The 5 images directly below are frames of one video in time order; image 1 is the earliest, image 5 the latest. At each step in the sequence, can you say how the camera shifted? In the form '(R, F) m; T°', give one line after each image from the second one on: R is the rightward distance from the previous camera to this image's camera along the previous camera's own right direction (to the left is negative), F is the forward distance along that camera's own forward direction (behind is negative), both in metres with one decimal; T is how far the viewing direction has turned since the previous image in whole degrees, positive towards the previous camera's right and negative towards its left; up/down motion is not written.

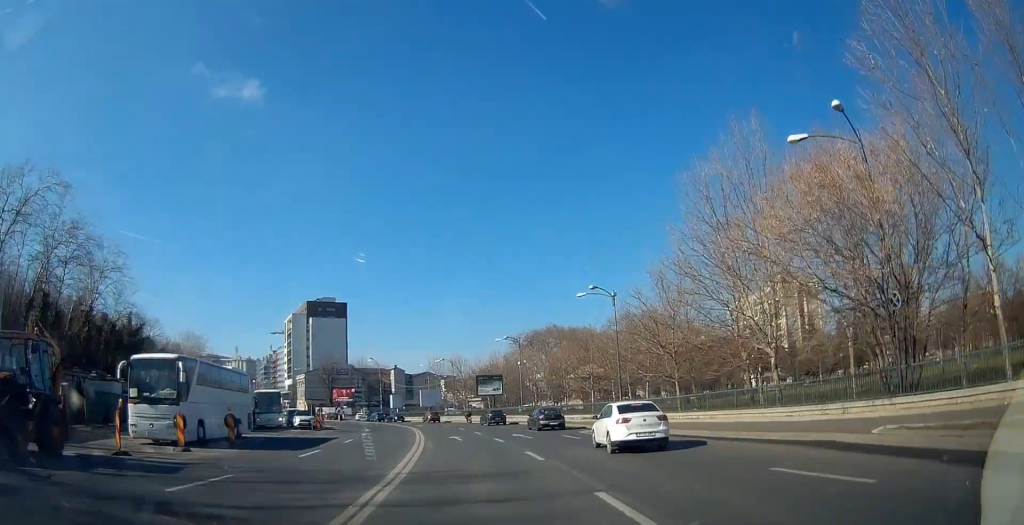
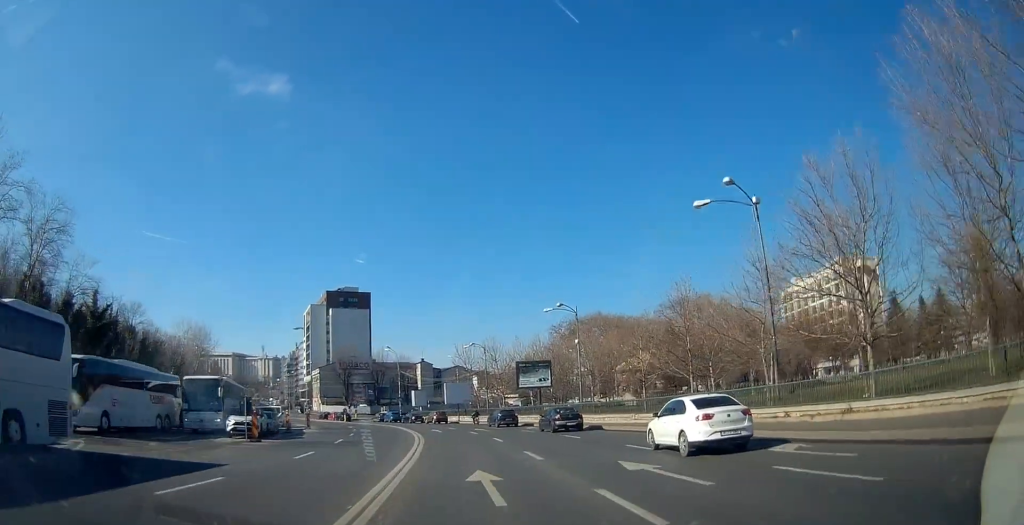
(-0.6, +18.3) m; -5°
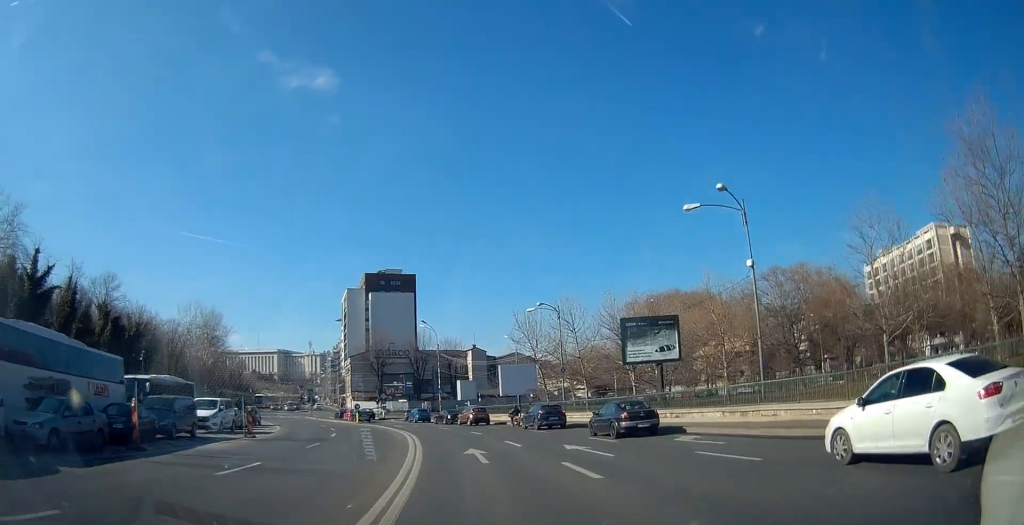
(-0.9, +23.4) m; -6°
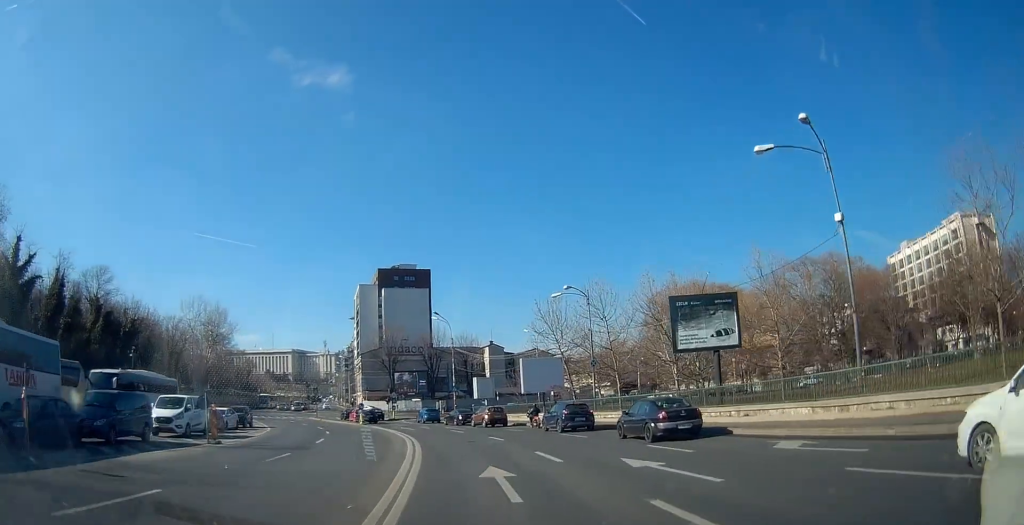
(-0.3, +6.0) m; -2°
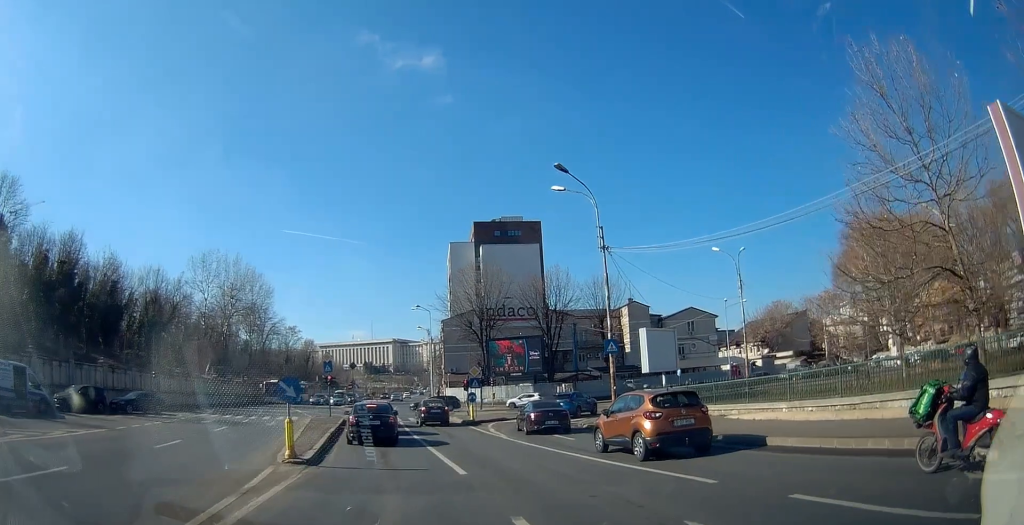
(-3.4, +39.0) m; -10°
